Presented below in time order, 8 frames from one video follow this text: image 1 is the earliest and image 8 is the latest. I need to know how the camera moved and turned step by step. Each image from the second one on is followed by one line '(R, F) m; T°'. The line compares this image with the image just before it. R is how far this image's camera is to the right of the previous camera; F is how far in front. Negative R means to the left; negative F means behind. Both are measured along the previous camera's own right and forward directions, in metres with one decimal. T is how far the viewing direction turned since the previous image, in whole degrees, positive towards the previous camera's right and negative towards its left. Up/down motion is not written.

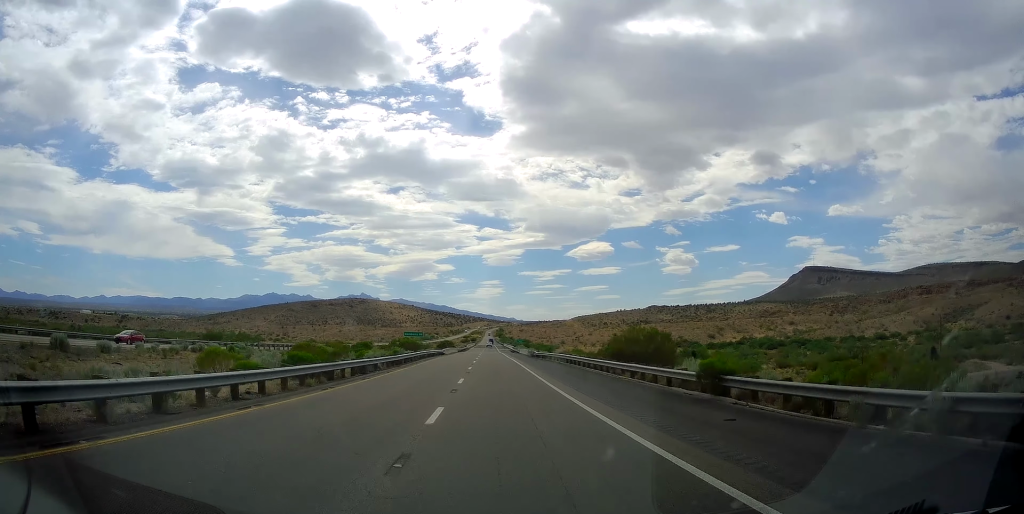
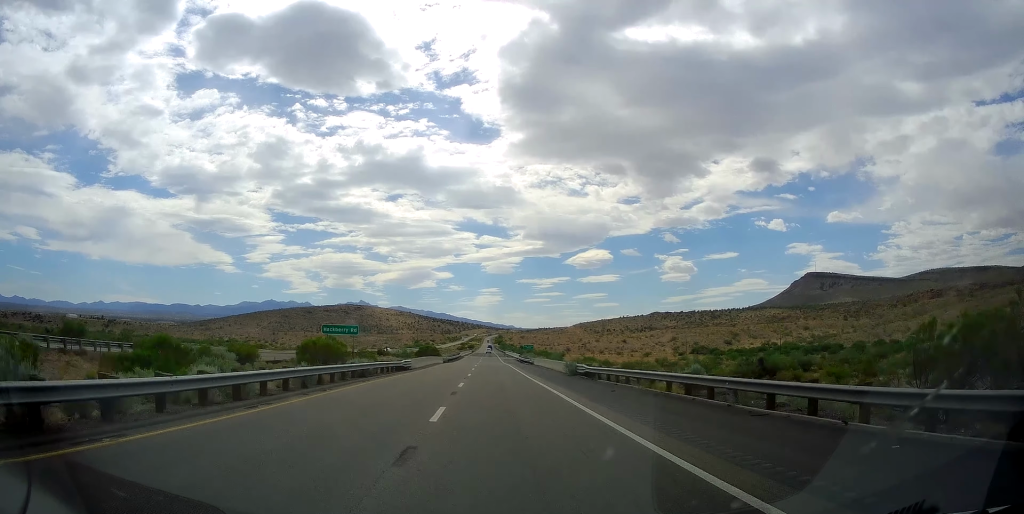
(0.0, +35.9) m; 0°
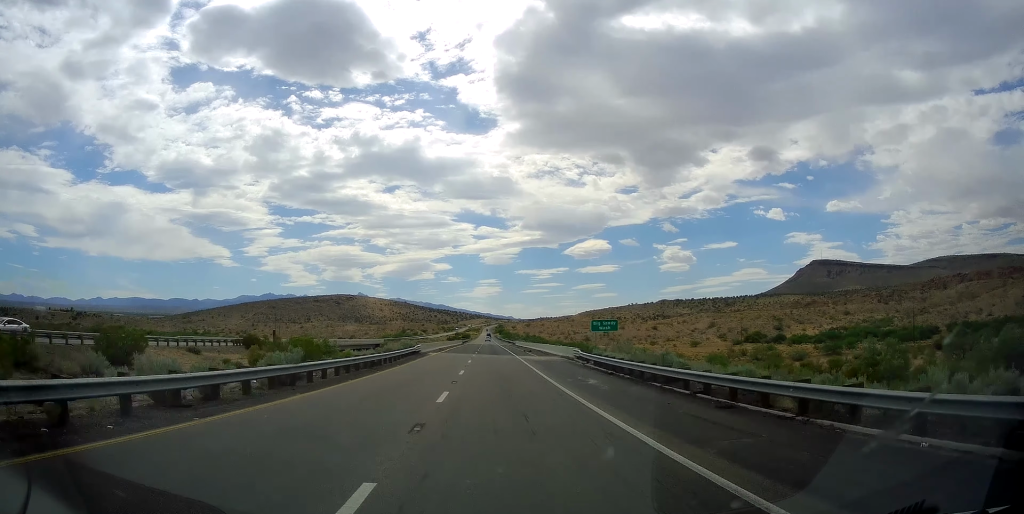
(-1.1, +82.2) m; -1°
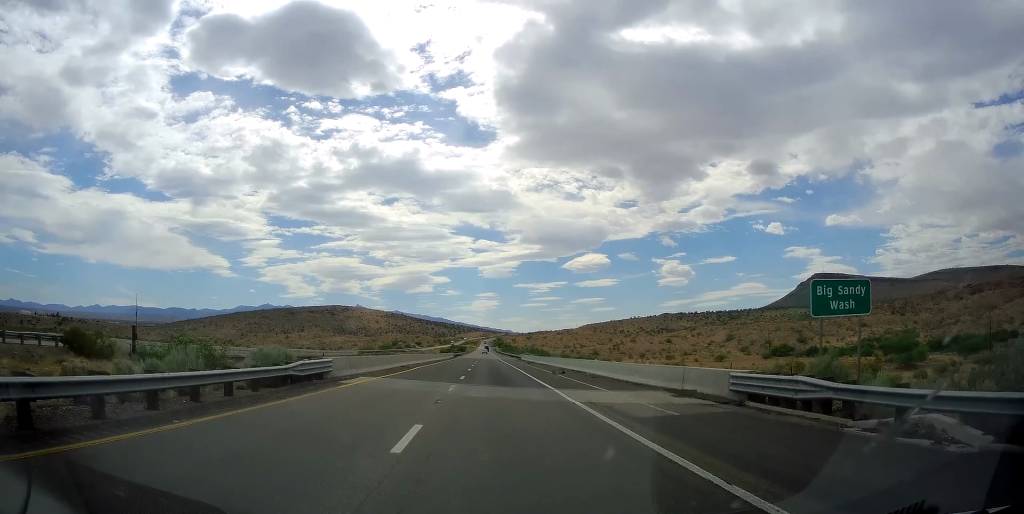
(+0.3, +31.1) m; +1°
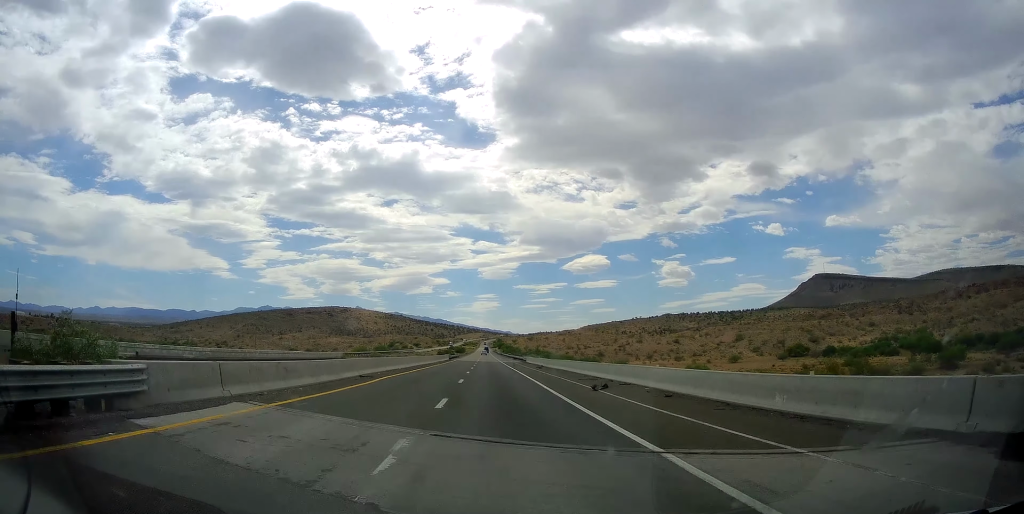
(0.0, +13.8) m; 0°
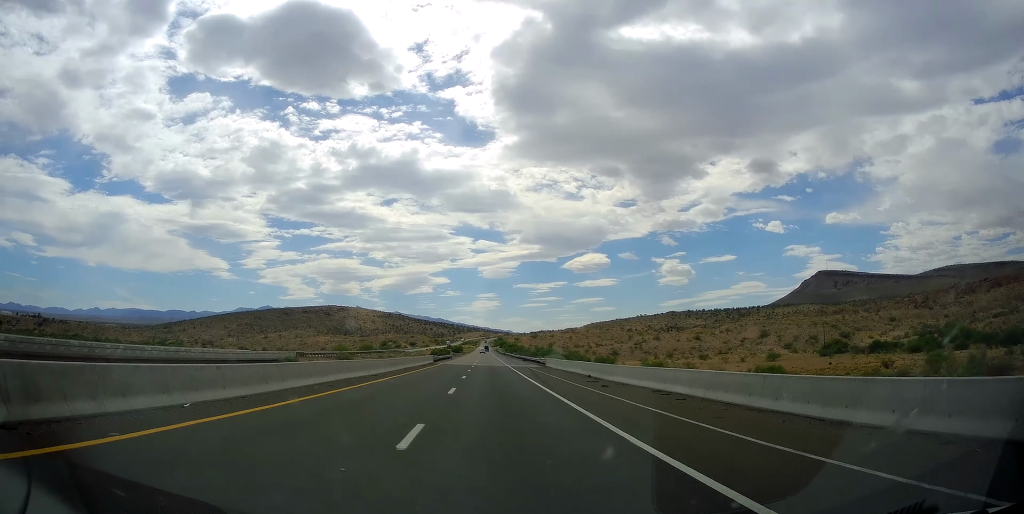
(0.0, +31.1) m; 0°
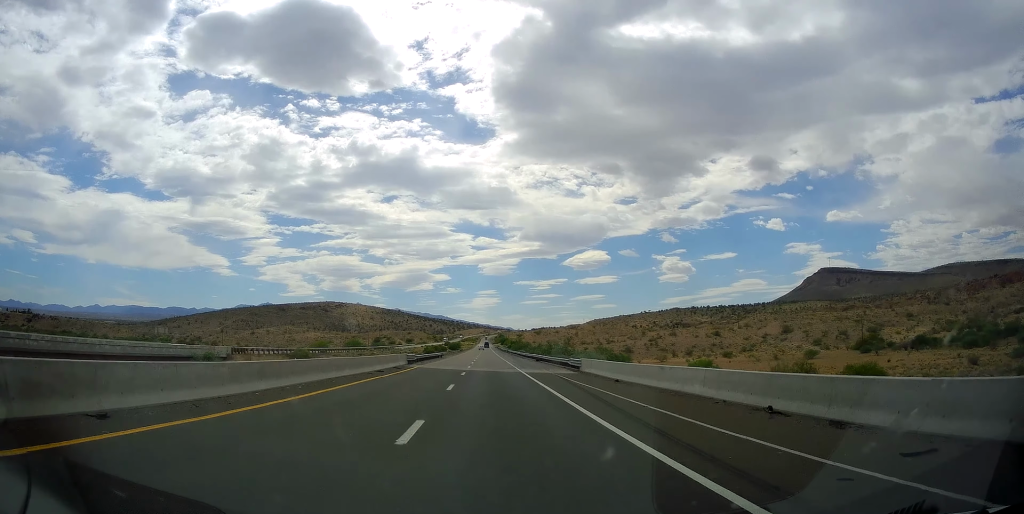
(0.0, +24.2) m; 0°
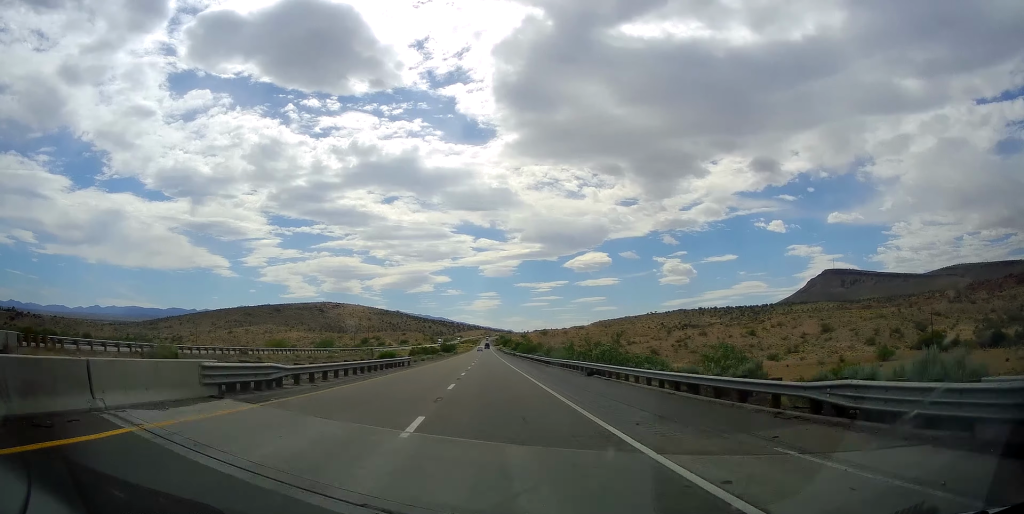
(0.0, +35.7) m; 0°
